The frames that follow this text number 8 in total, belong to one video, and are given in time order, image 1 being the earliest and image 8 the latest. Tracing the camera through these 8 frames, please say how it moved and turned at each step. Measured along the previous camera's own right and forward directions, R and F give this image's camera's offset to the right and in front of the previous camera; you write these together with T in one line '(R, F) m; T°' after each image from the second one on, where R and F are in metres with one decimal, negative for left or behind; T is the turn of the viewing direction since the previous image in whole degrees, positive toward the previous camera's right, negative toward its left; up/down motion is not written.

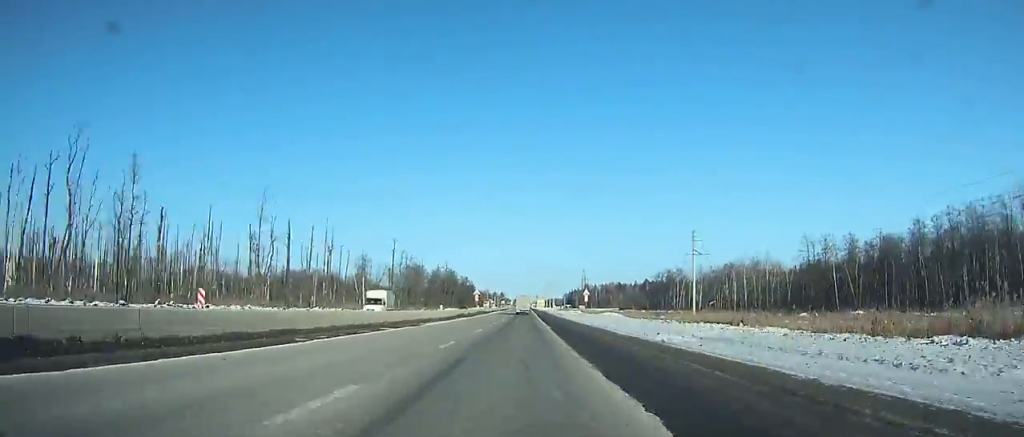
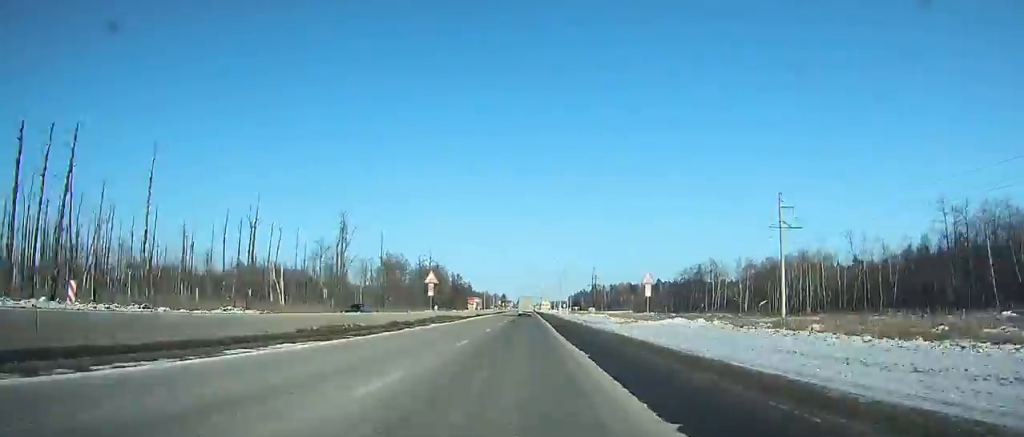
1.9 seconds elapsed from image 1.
(0.0, +44.5) m; 0°
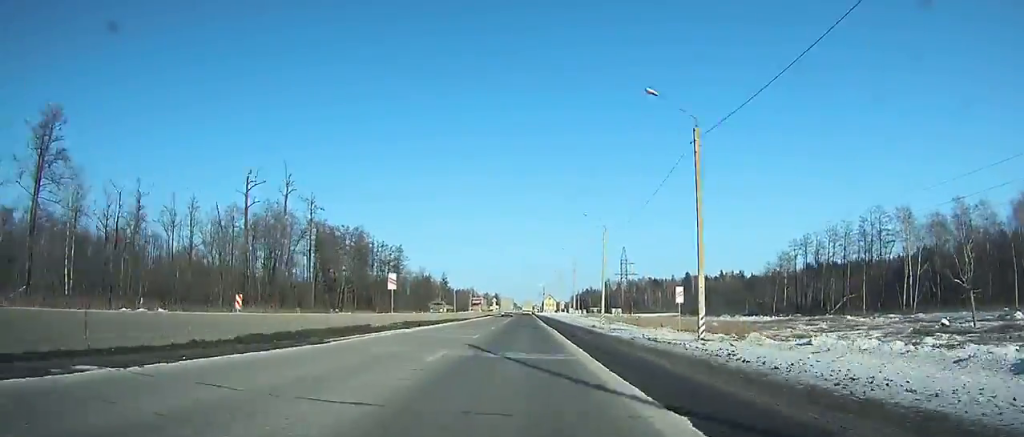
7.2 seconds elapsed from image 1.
(-0.4, +114.6) m; 0°
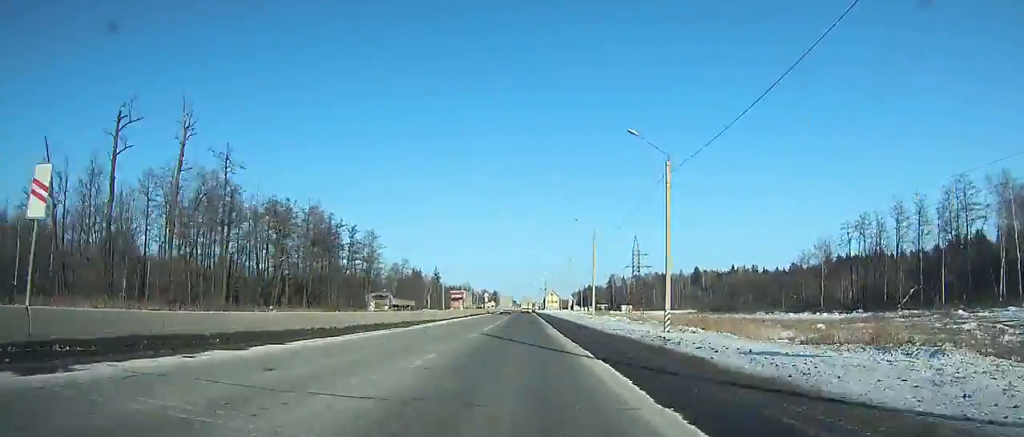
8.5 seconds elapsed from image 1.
(+0.1, +25.5) m; 0°
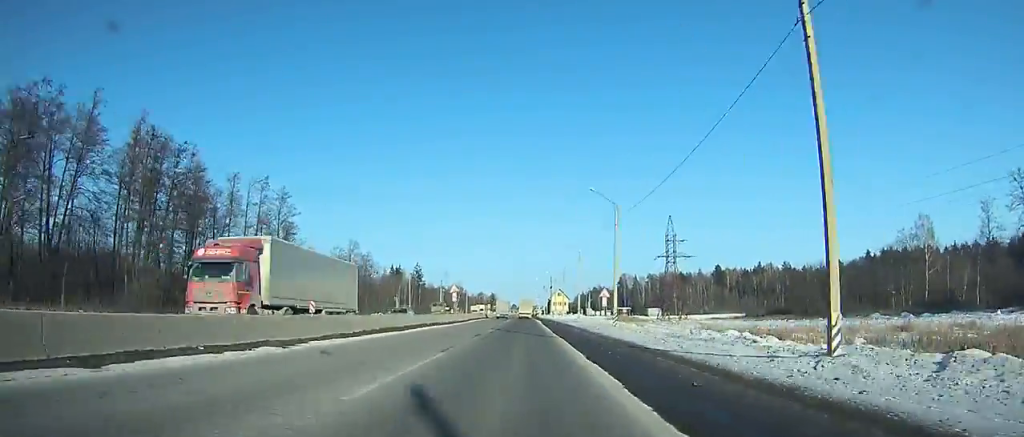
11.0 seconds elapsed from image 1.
(0.0, +46.7) m; 0°
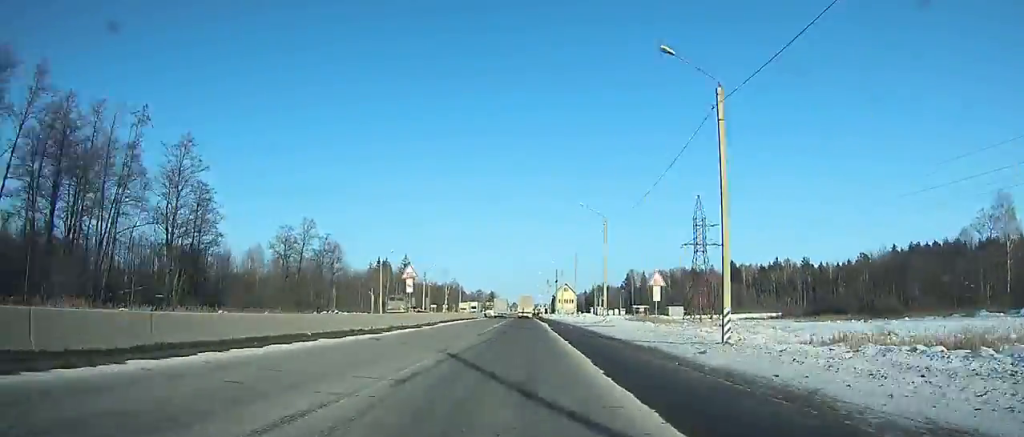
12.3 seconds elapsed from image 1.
(0.0, +22.8) m; 0°
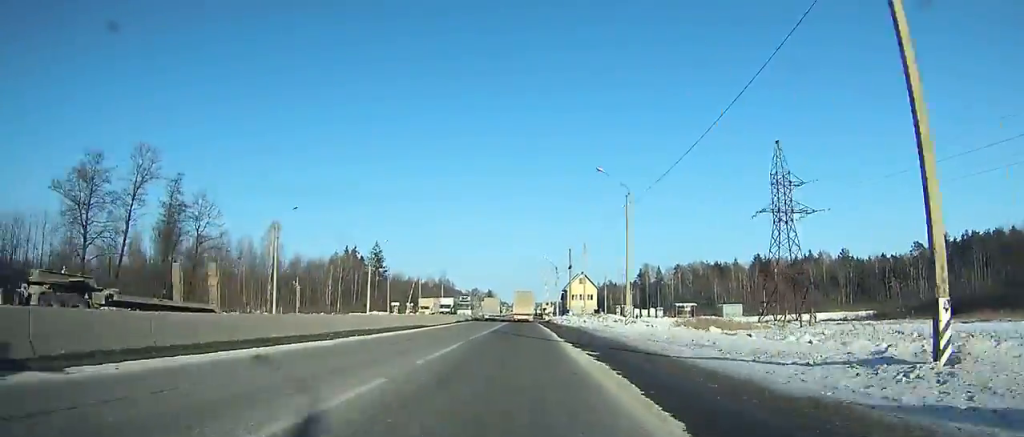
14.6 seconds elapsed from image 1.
(+0.1, +35.4) m; 0°
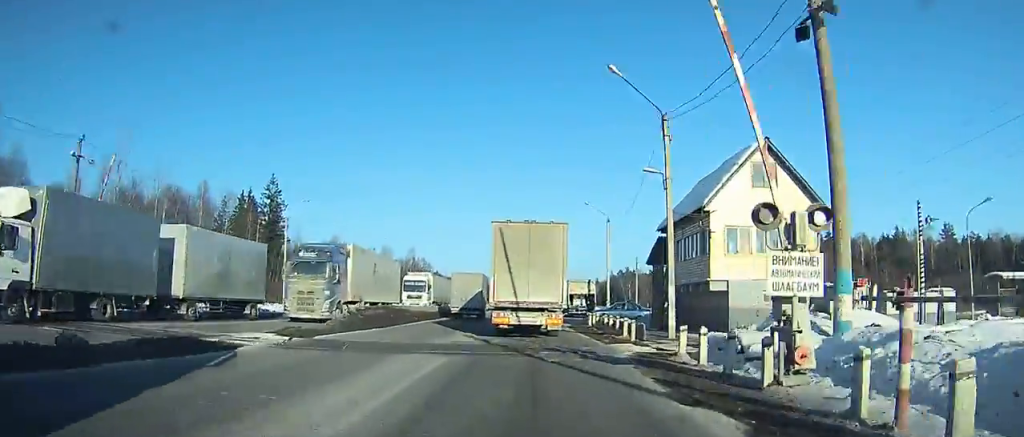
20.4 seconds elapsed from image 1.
(-0.3, +63.9) m; -1°
